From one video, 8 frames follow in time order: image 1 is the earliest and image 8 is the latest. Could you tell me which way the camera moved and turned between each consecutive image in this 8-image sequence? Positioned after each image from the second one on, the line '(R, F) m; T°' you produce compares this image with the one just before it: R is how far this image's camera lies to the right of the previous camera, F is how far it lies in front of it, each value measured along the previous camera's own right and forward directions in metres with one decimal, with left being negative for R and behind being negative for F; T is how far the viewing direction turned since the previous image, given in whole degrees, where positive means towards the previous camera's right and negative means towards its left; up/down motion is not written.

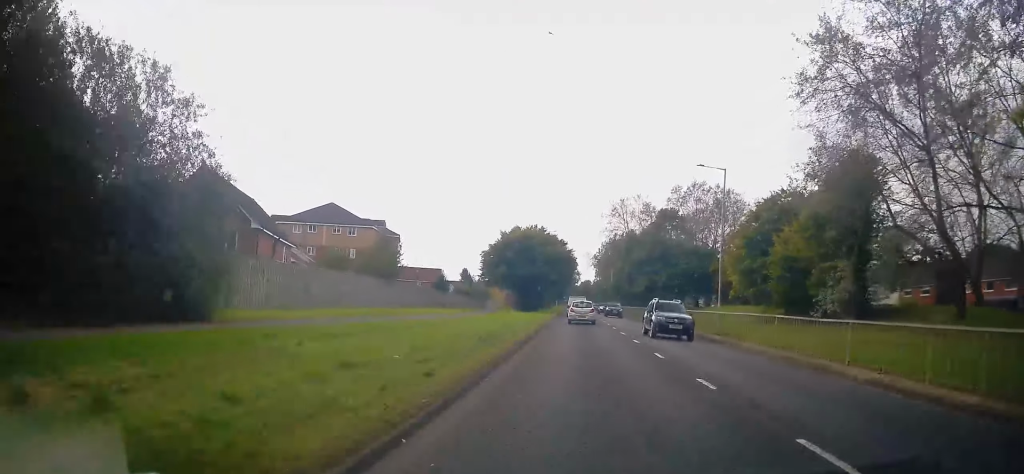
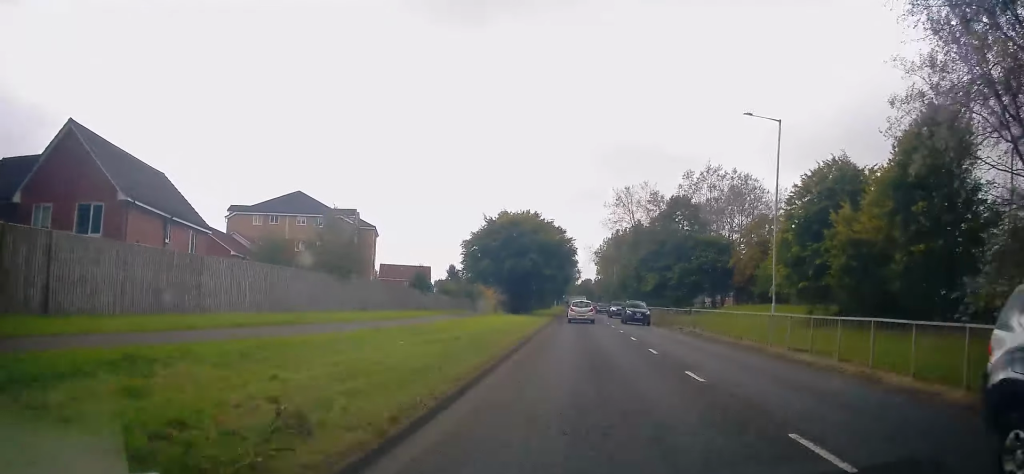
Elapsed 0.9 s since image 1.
(-0.1, +10.7) m; 0°
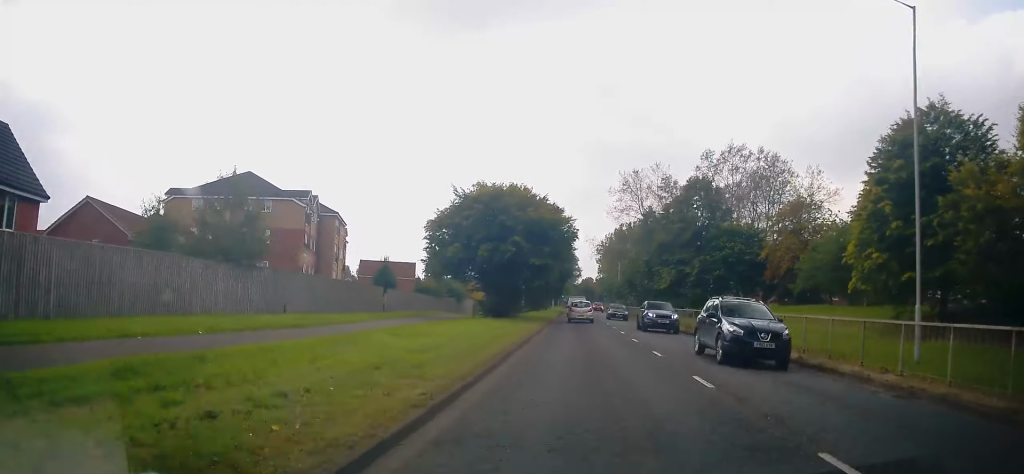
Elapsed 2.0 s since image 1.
(+0.1, +12.3) m; 0°
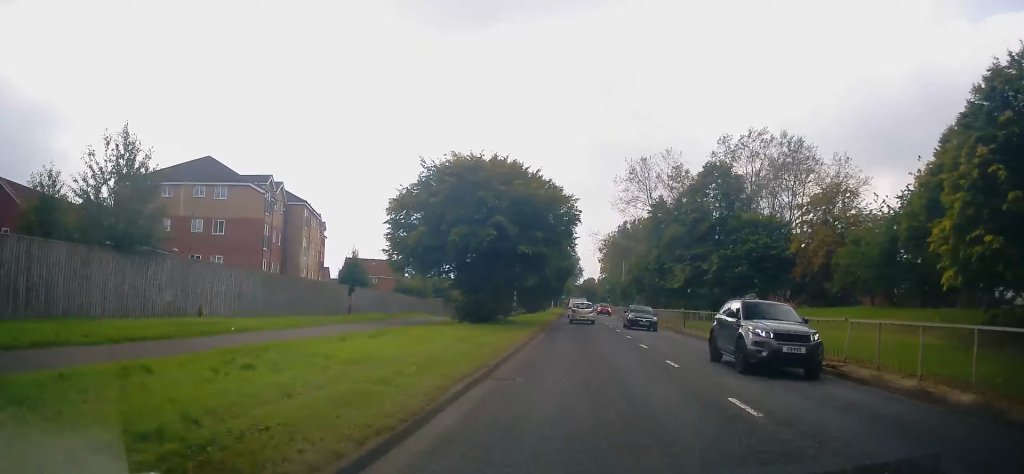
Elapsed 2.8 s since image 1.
(-0.1, +8.1) m; -1°
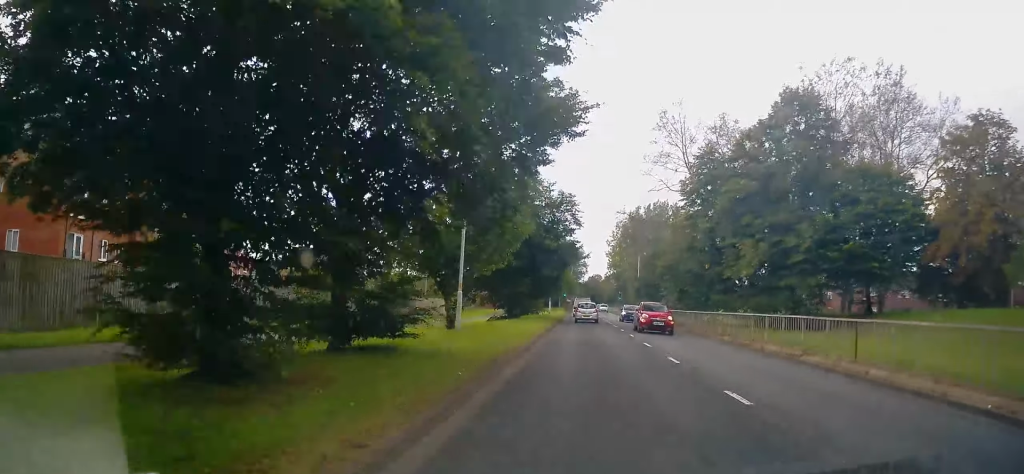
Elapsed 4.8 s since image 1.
(-0.2, +22.6) m; 0°
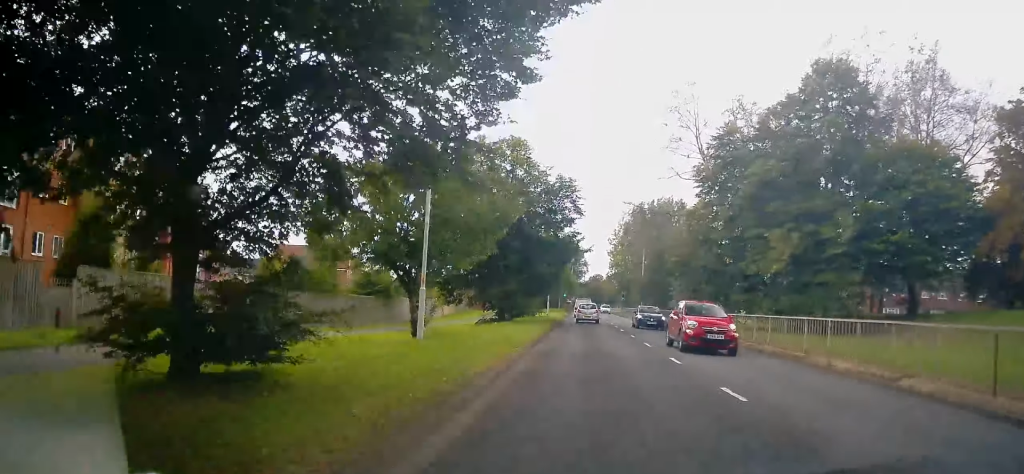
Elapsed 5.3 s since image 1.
(0.0, +5.6) m; 0°
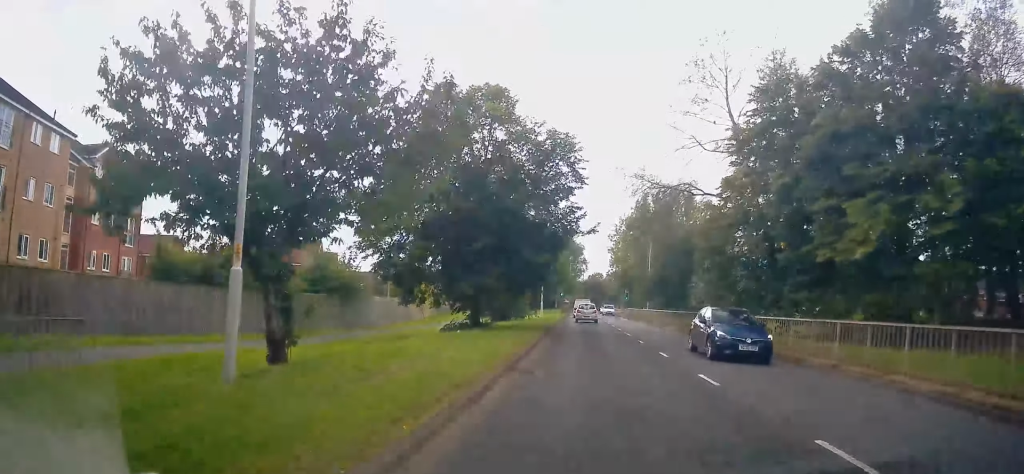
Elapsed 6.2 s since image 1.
(-0.1, +9.6) m; +1°
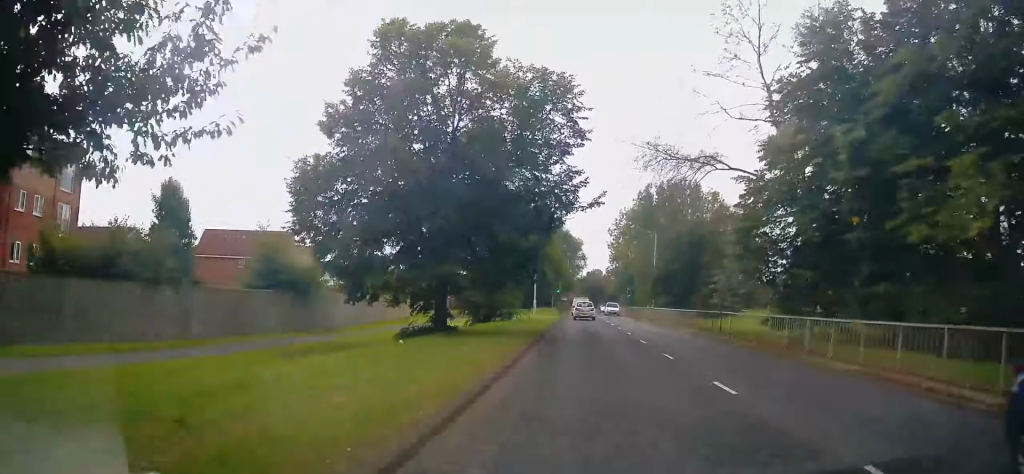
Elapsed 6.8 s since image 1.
(+0.1, +7.0) m; 0°
